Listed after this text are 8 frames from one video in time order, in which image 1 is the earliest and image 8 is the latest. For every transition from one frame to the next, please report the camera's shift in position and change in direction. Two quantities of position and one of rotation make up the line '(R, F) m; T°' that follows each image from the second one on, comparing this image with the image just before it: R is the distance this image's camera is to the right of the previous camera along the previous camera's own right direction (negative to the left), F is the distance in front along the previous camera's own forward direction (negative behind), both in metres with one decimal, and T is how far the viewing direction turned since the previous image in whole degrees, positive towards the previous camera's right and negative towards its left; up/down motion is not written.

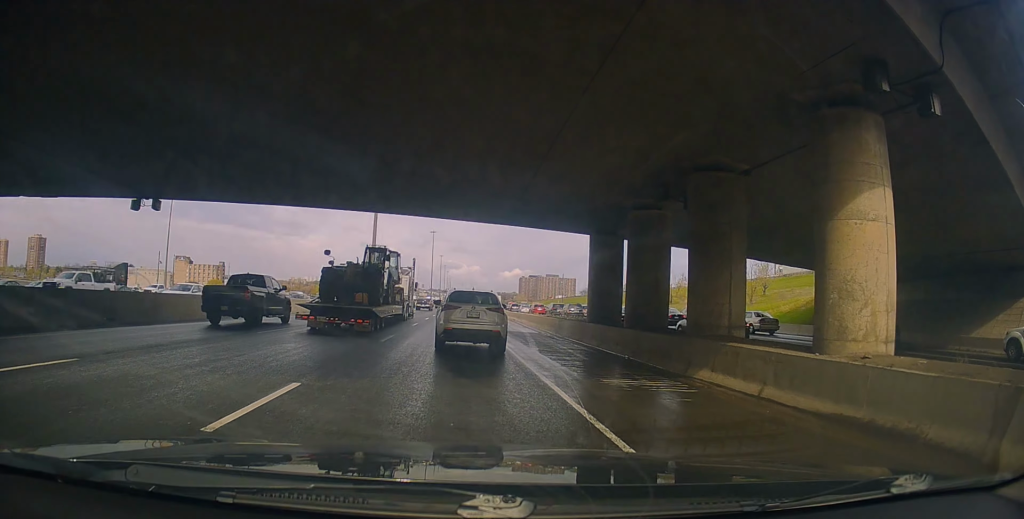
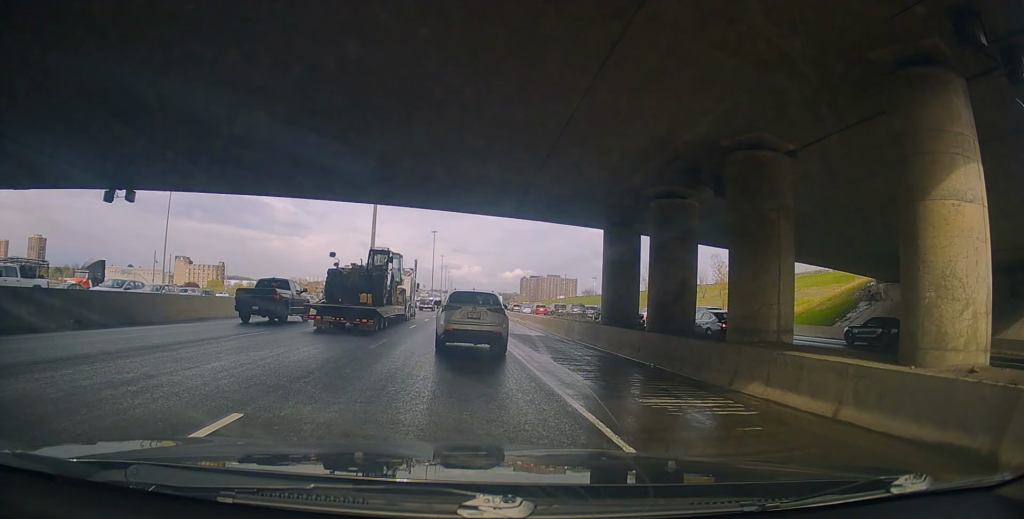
(0.0, +2.2) m; -3°
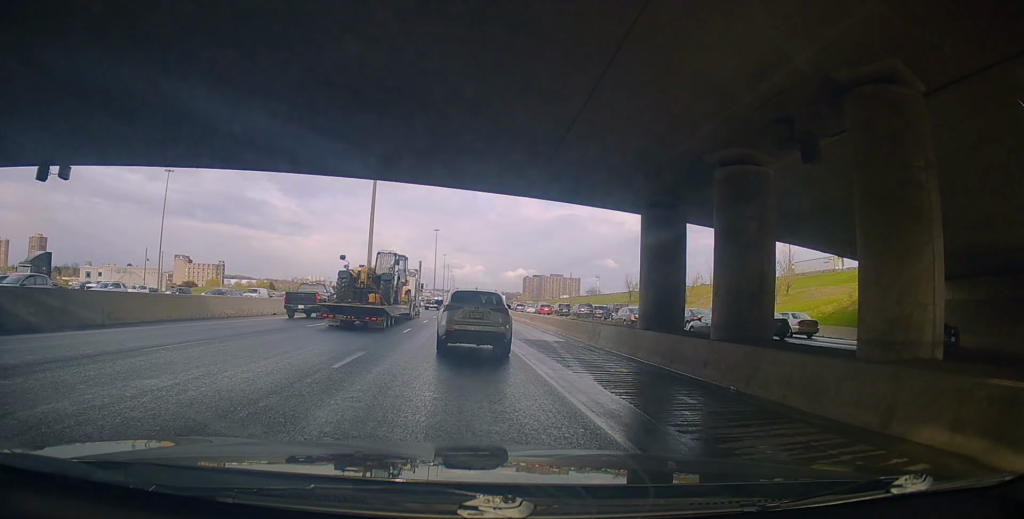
(-0.4, +4.2) m; -5°
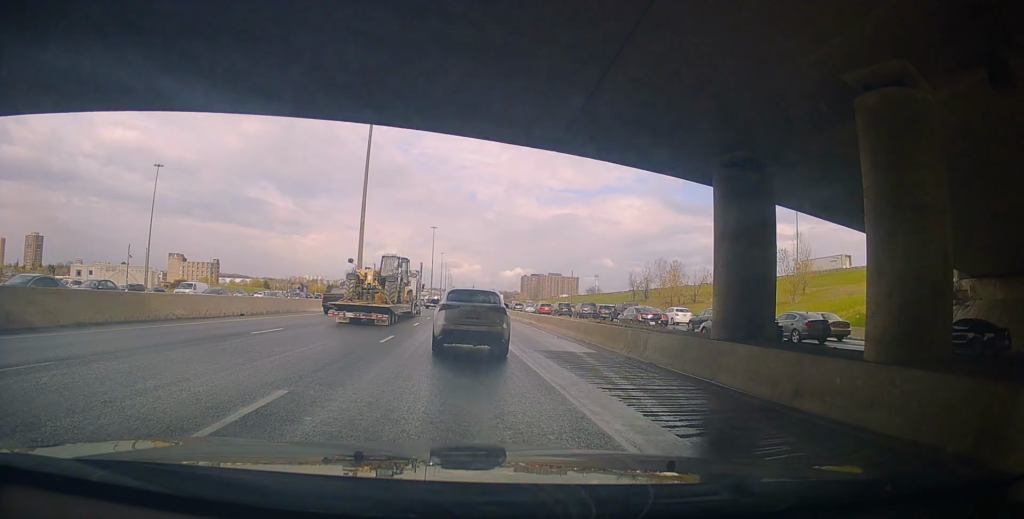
(-0.1, +5.4) m; -3°
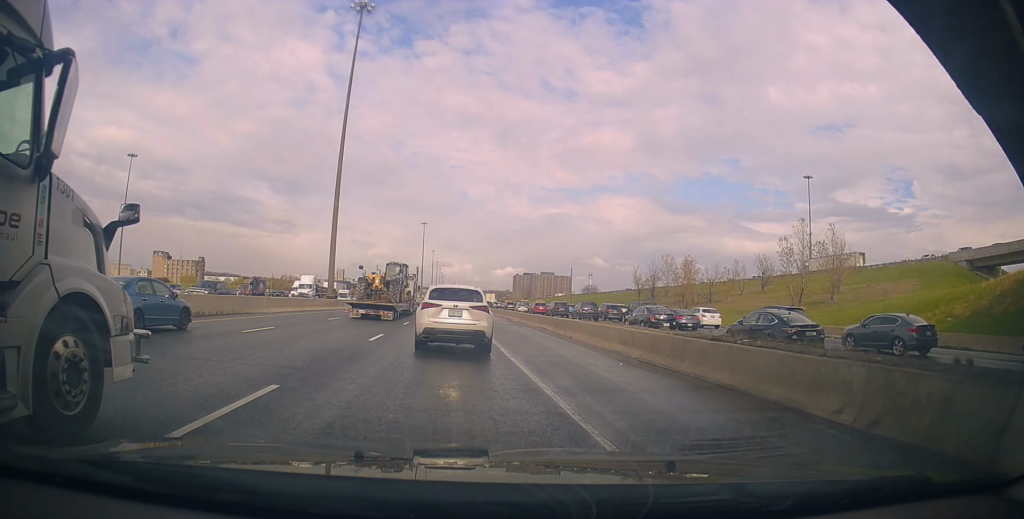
(-0.7, +11.1) m; 0°
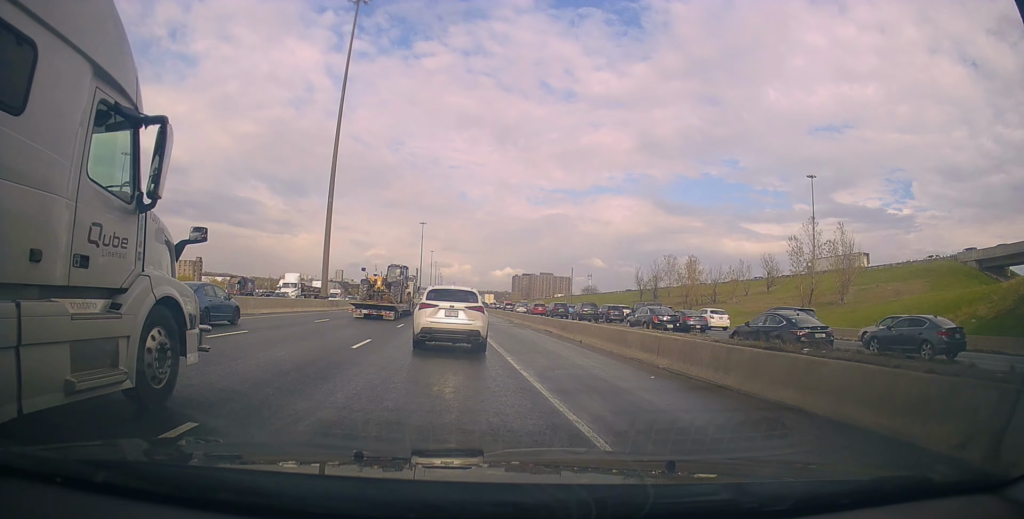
(+0.2, +2.7) m; +3°
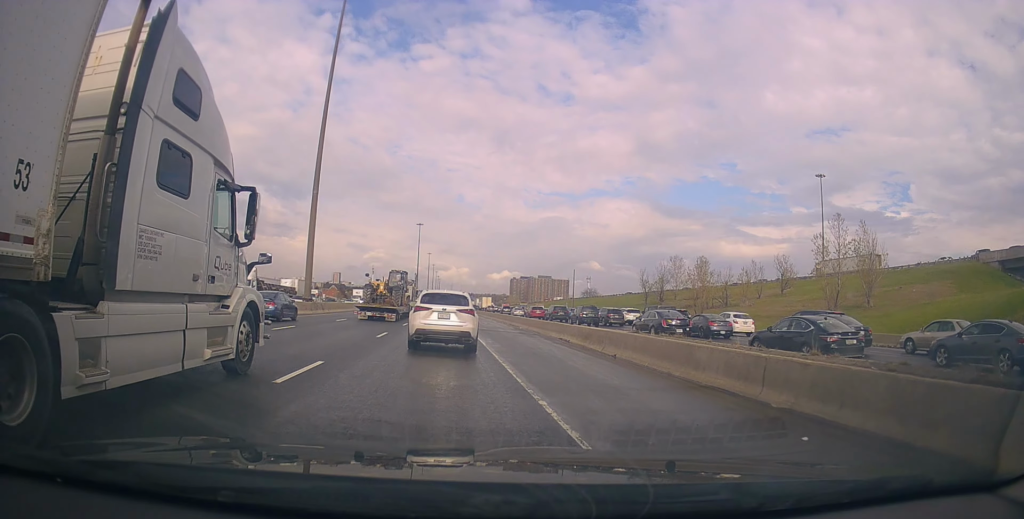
(+0.2, +6.3) m; -2°
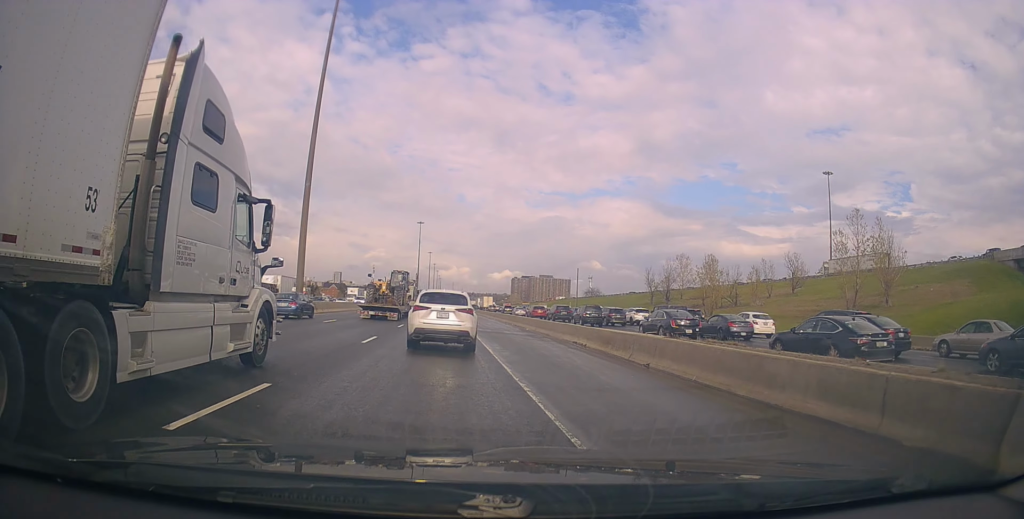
(-0.1, +3.3) m; +1°
